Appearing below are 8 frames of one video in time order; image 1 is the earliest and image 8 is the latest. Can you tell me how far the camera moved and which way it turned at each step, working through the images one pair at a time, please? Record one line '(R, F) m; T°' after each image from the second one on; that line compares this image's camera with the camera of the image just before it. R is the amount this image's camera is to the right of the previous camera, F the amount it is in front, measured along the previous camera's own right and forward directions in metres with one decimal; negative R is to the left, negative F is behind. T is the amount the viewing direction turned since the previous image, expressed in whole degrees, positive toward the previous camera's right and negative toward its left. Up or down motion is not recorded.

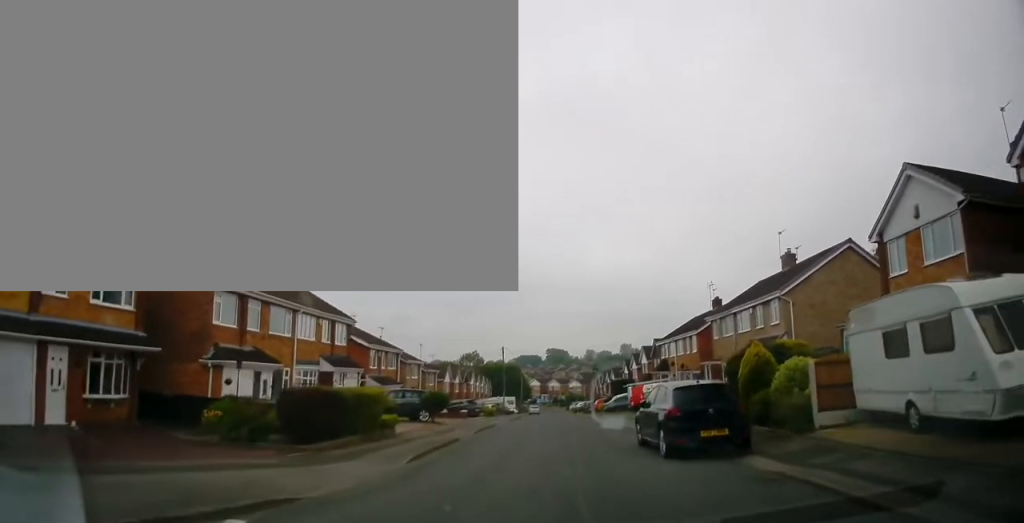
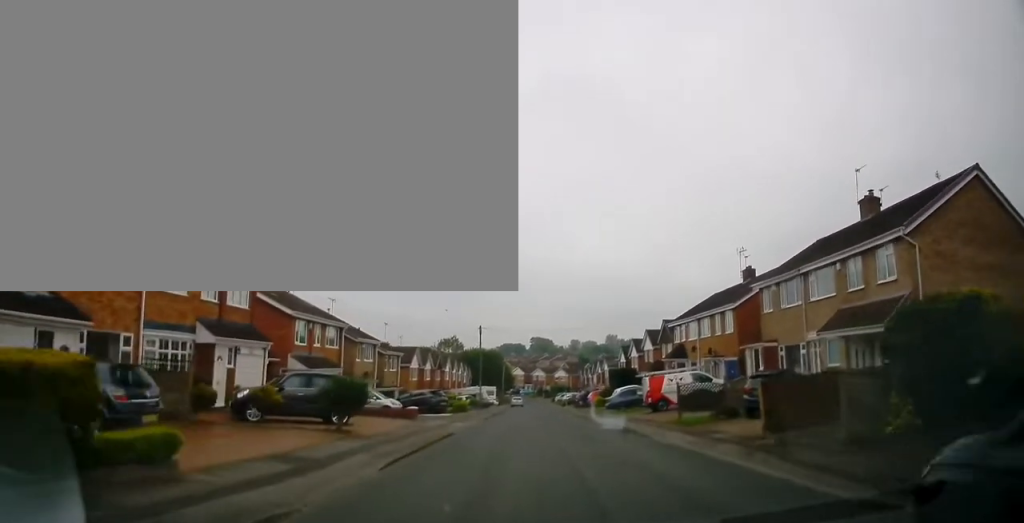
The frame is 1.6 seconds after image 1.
(+0.5, +11.1) m; +5°
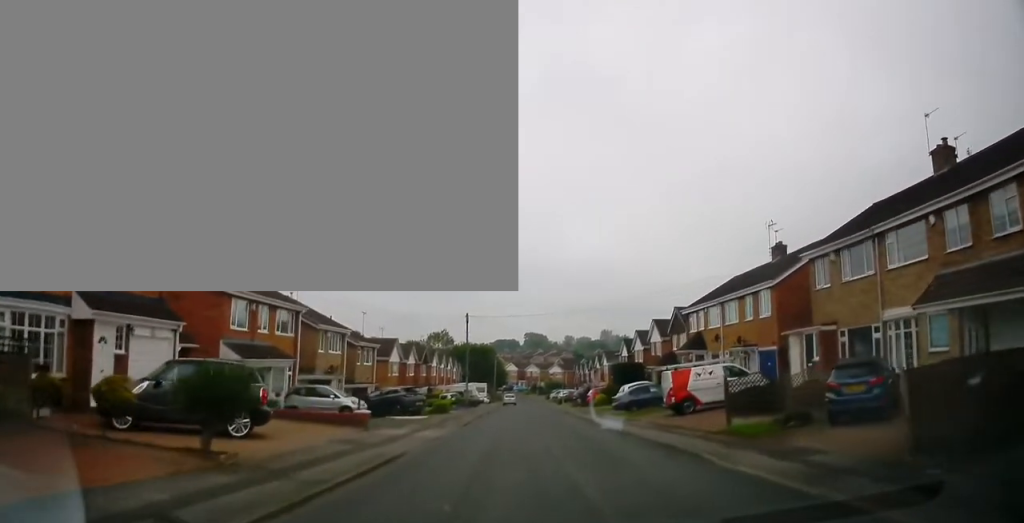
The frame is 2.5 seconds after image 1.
(0.0, +6.3) m; 0°
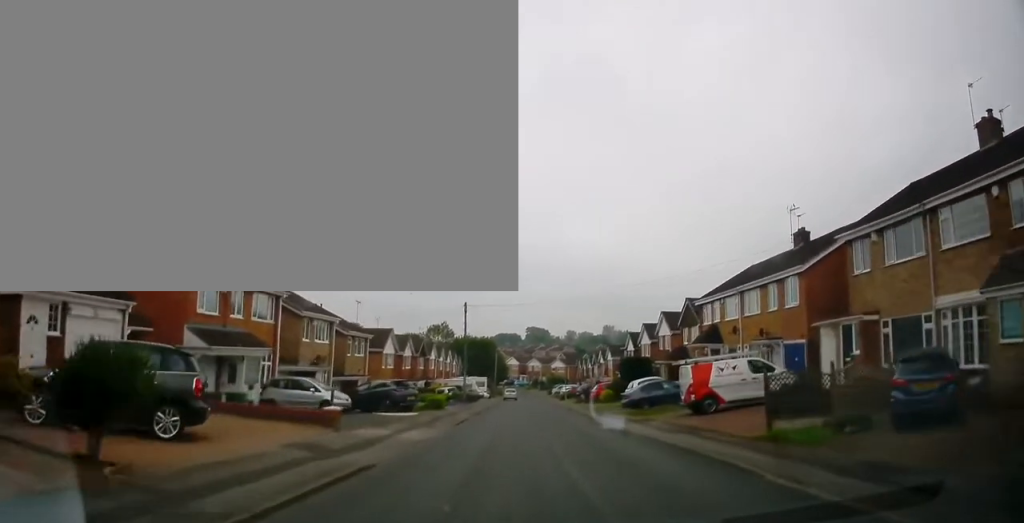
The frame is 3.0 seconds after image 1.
(0.0, +2.8) m; -1°
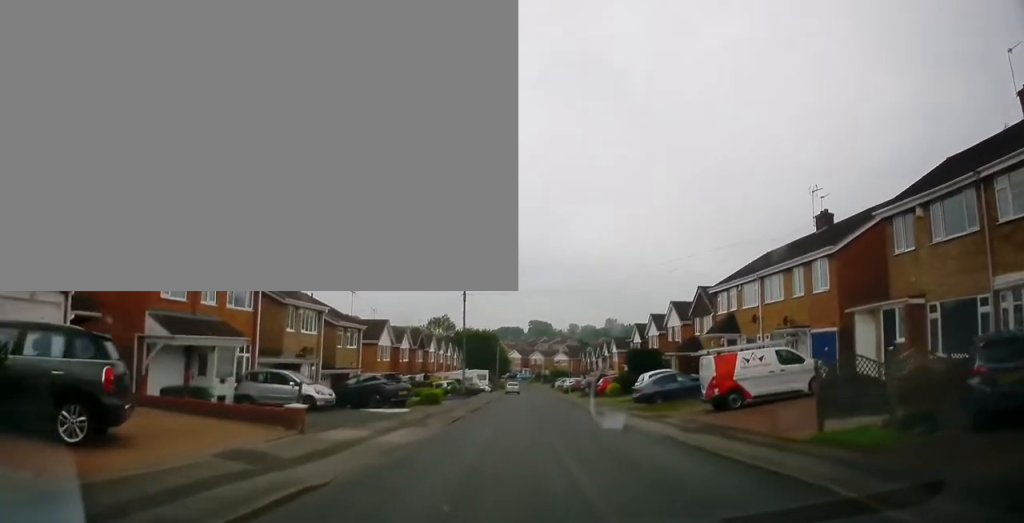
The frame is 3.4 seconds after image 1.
(0.0, +2.8) m; -1°
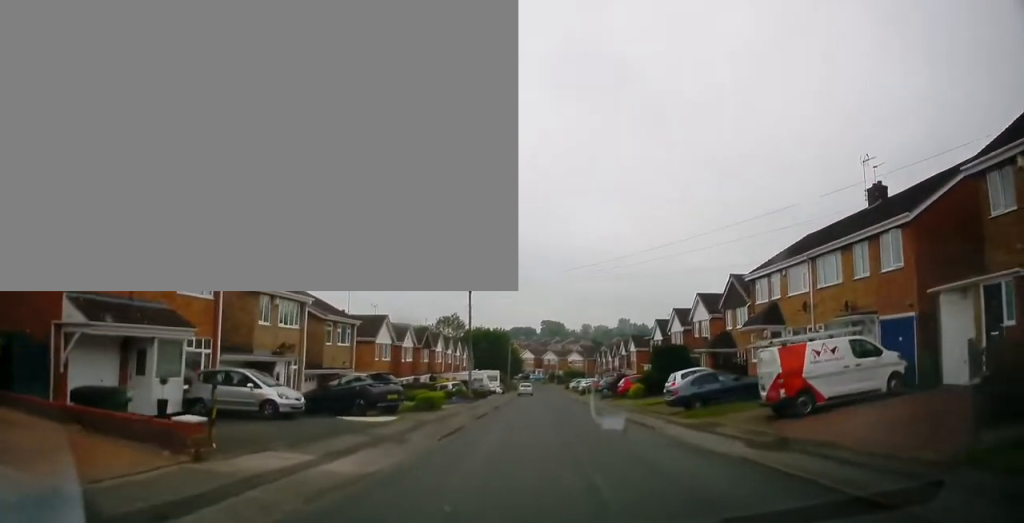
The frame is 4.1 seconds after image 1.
(-0.1, +4.2) m; -2°
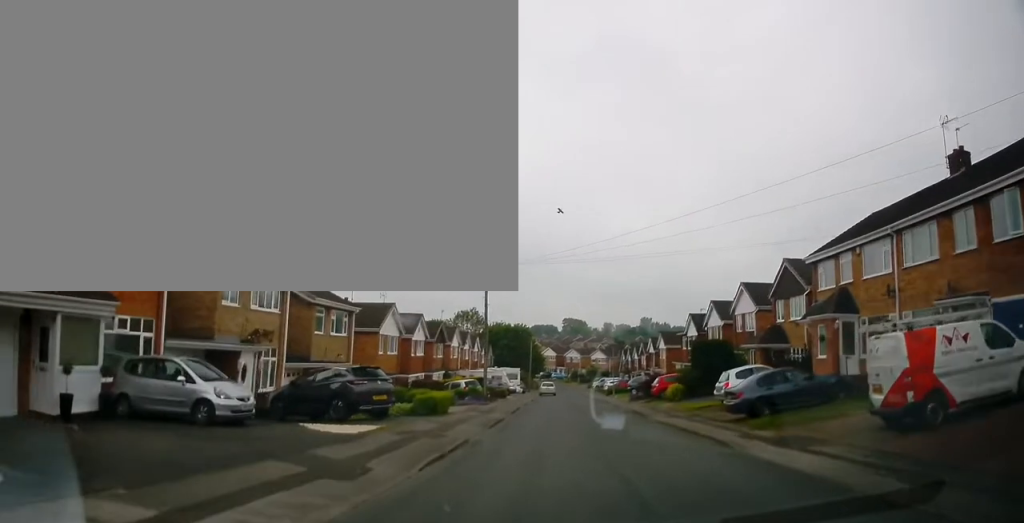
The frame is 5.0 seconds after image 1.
(-0.1, +5.2) m; -1°
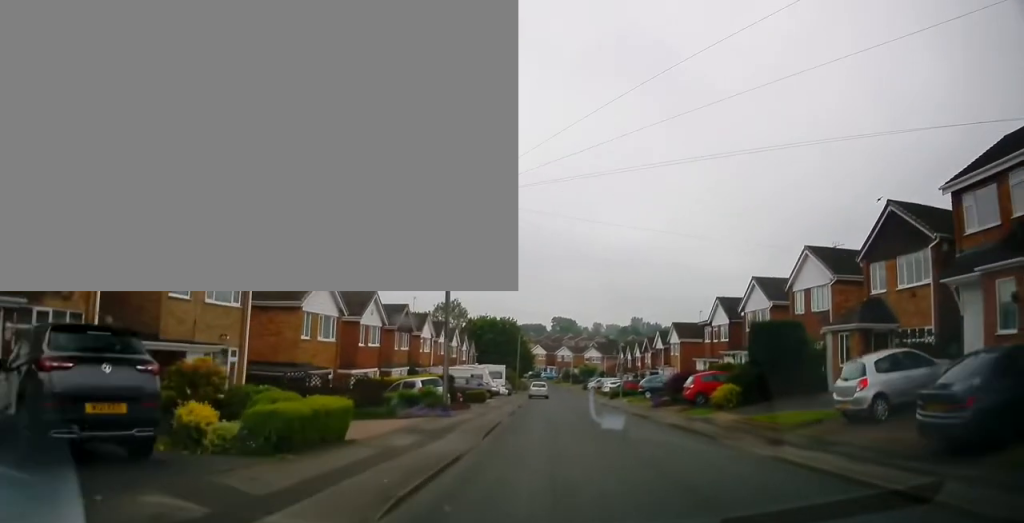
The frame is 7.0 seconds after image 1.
(+0.3, +11.4) m; +3°
